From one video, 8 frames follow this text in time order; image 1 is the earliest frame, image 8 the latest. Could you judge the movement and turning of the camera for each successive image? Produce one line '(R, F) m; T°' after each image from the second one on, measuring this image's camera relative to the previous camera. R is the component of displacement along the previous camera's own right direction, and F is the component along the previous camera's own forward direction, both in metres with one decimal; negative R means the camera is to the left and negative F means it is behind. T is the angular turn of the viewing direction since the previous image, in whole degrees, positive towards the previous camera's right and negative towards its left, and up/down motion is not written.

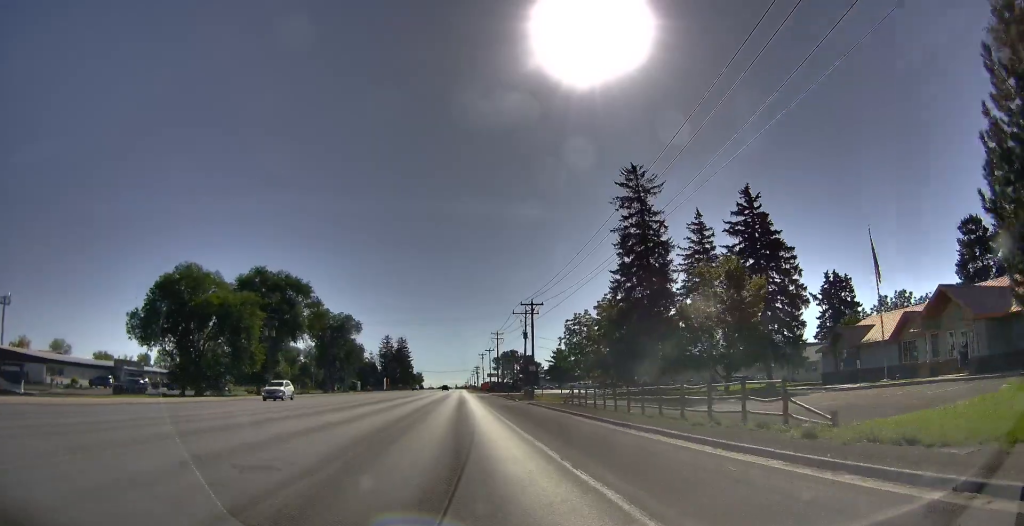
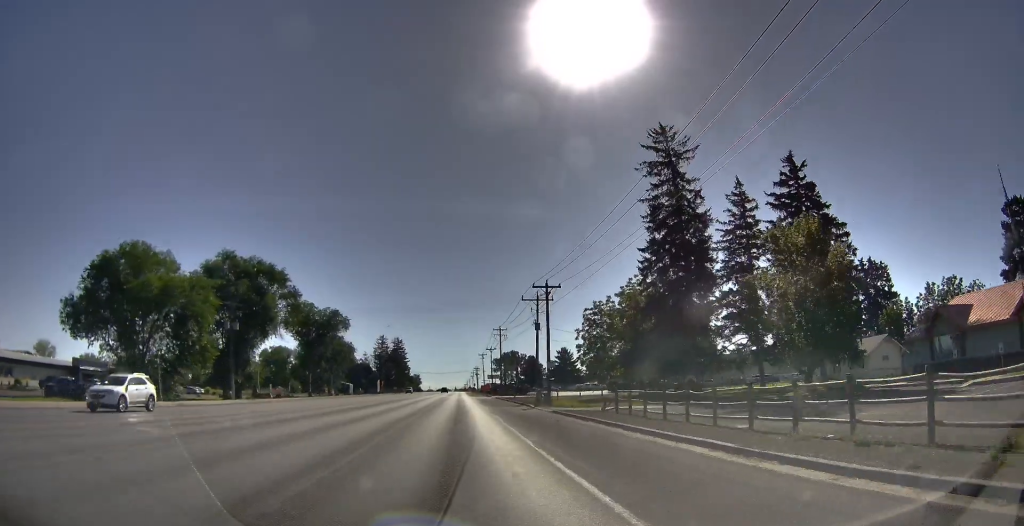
(0.0, +12.9) m; 0°
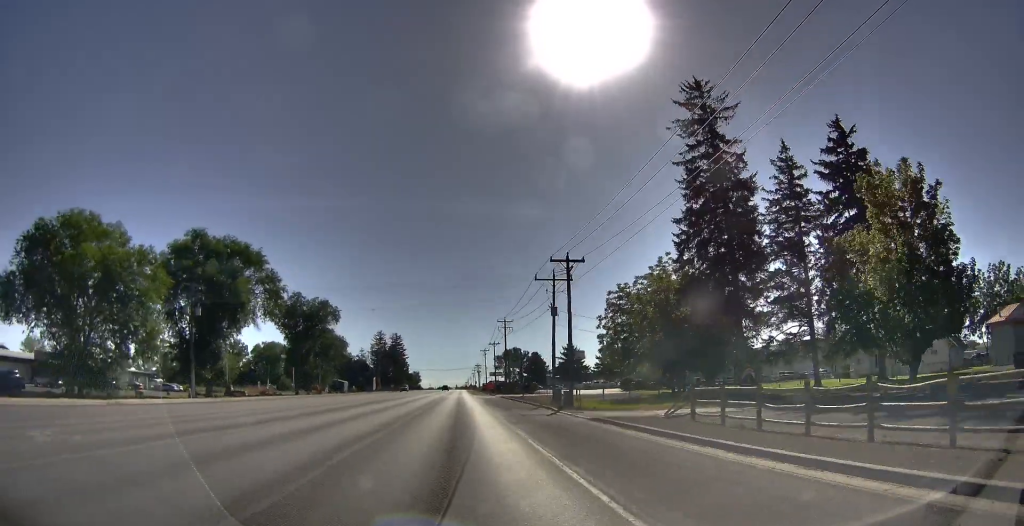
(0.0, +10.3) m; 0°
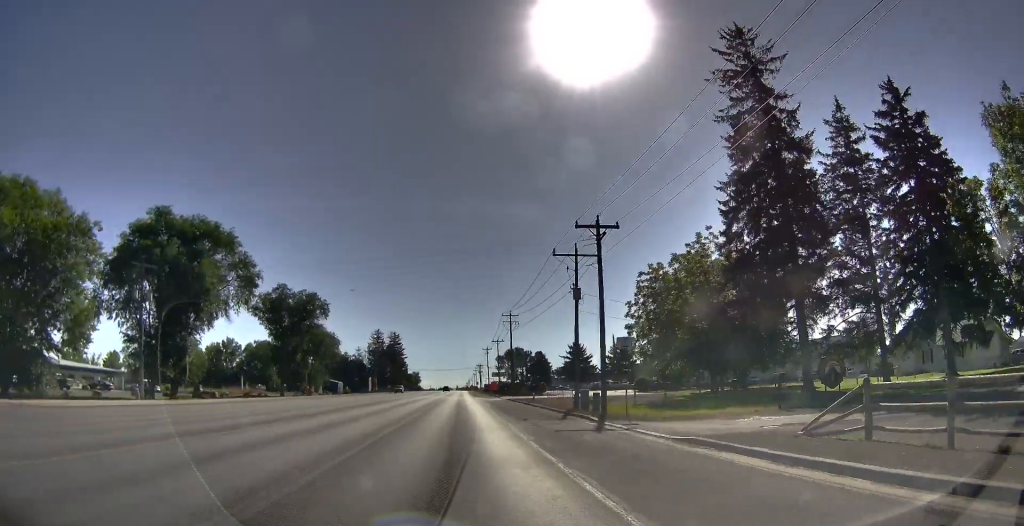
(0.0, +9.7) m; 0°
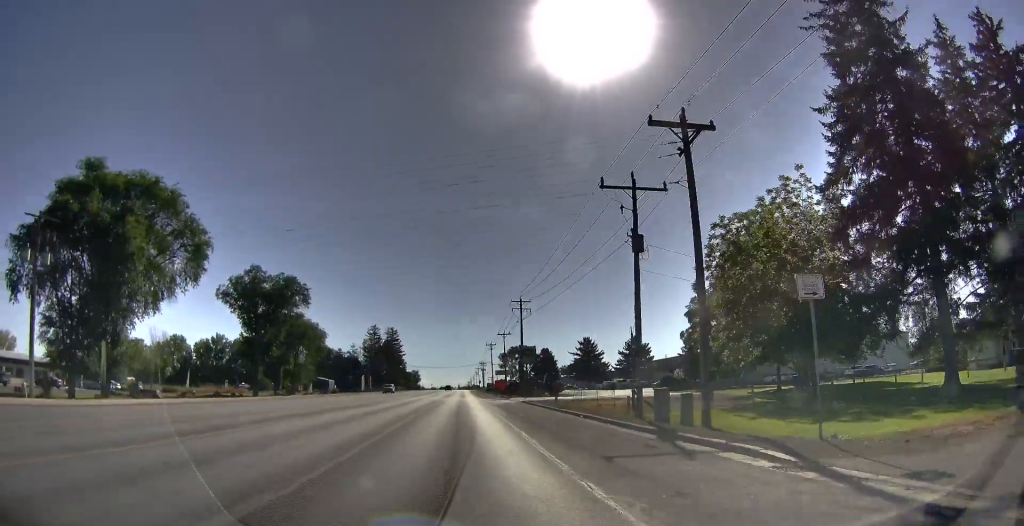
(0.0, +13.7) m; 0°
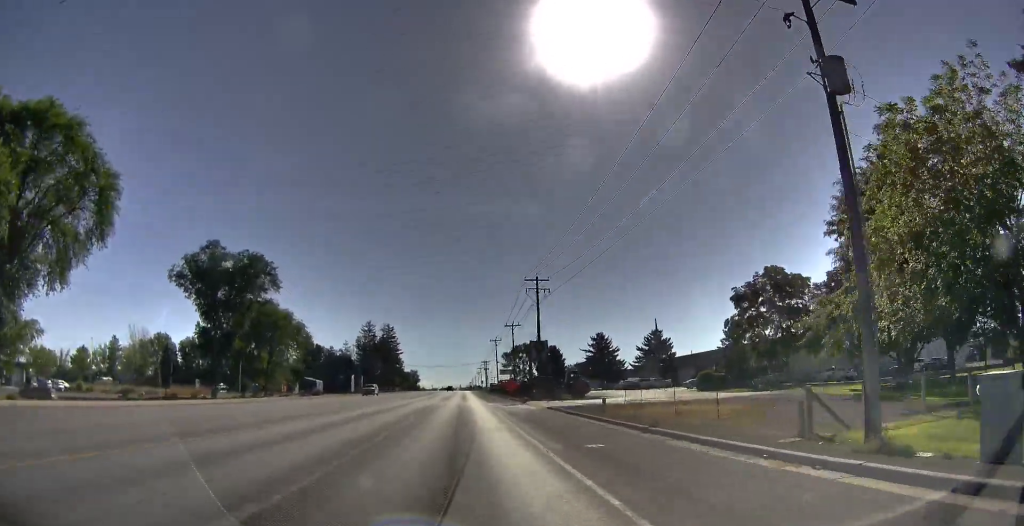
(0.0, +15.4) m; 0°
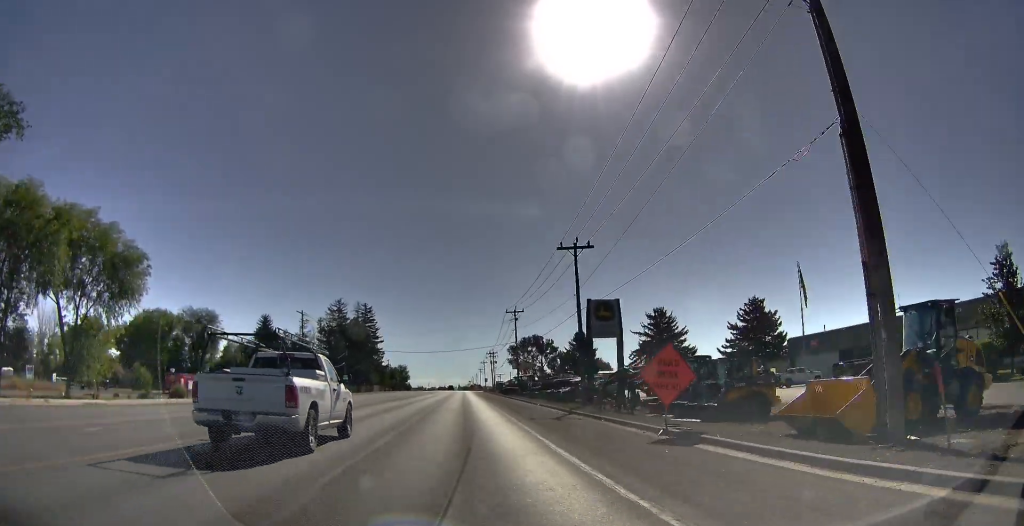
(0.0, +48.7) m; 0°
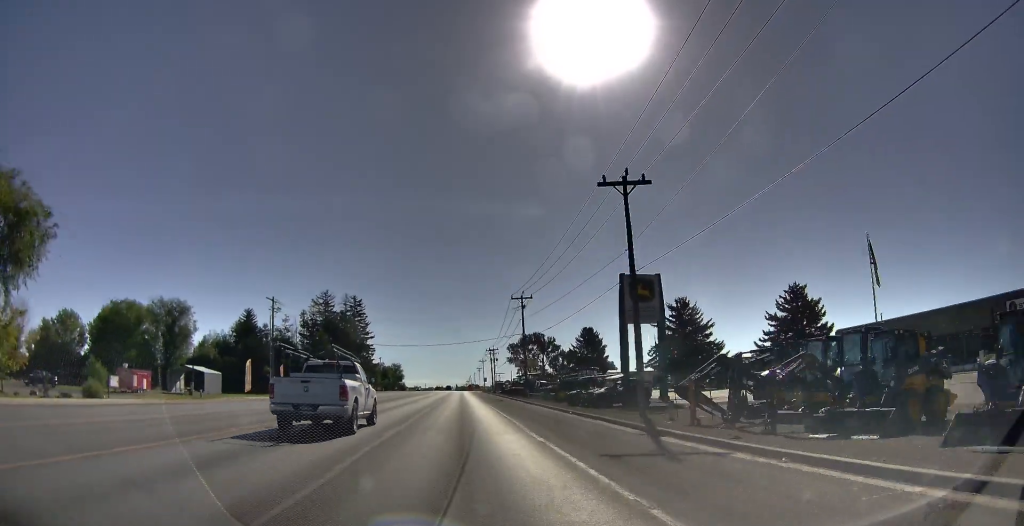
(0.0, +12.0) m; -1°
